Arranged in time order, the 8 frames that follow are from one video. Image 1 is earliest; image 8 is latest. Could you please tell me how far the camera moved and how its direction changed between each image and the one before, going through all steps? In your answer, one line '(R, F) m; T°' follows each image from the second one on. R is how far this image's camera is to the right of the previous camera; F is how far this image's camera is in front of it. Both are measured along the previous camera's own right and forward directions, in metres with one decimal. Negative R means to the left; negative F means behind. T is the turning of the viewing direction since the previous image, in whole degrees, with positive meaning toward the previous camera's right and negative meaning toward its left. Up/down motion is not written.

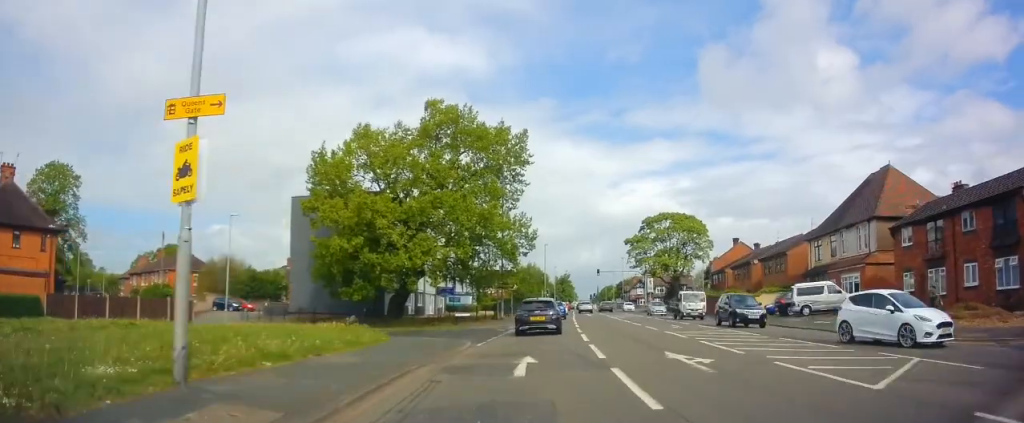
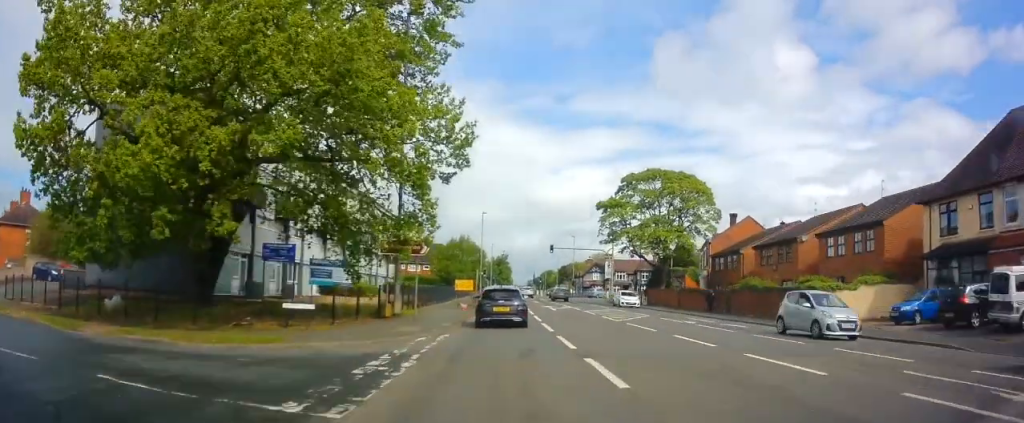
(+1.7, +22.1) m; +7°
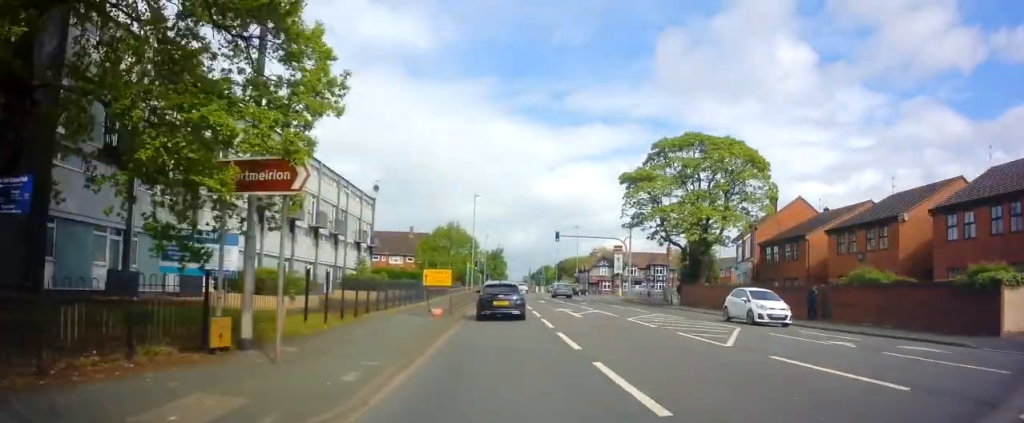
(+0.1, +12.7) m; -1°
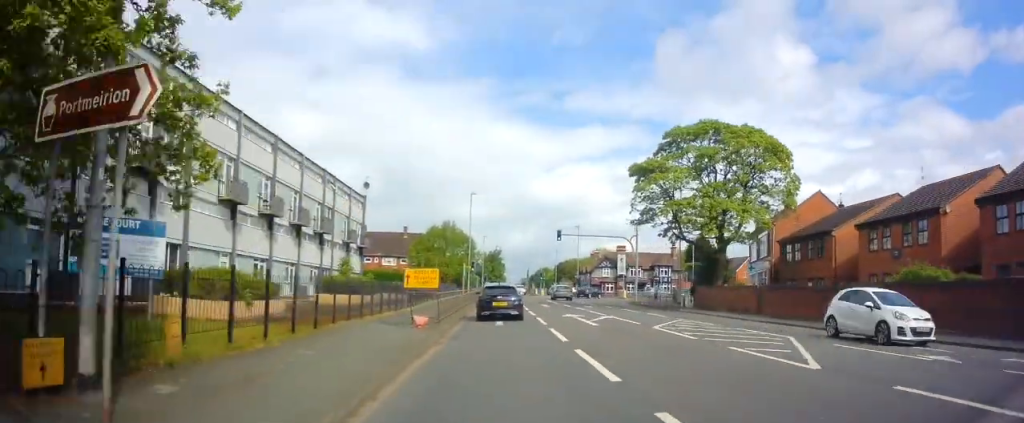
(-0.1, +3.9) m; 0°
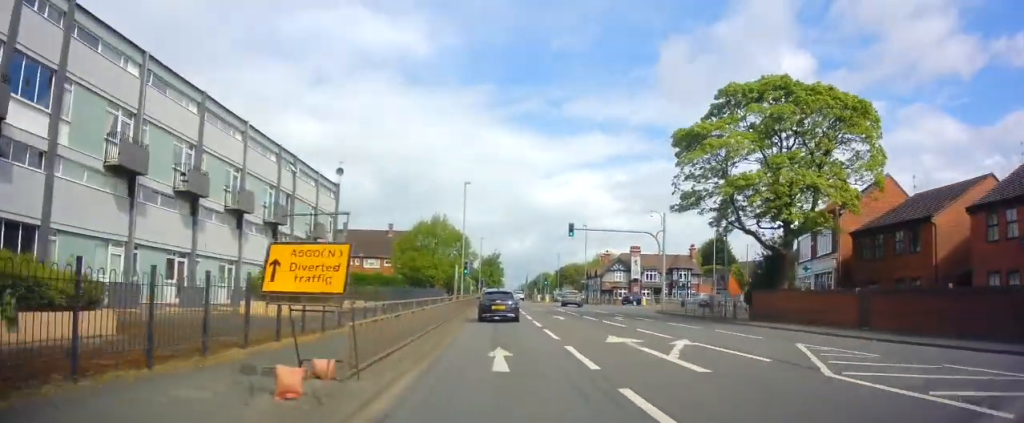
(+0.1, +10.3) m; +1°
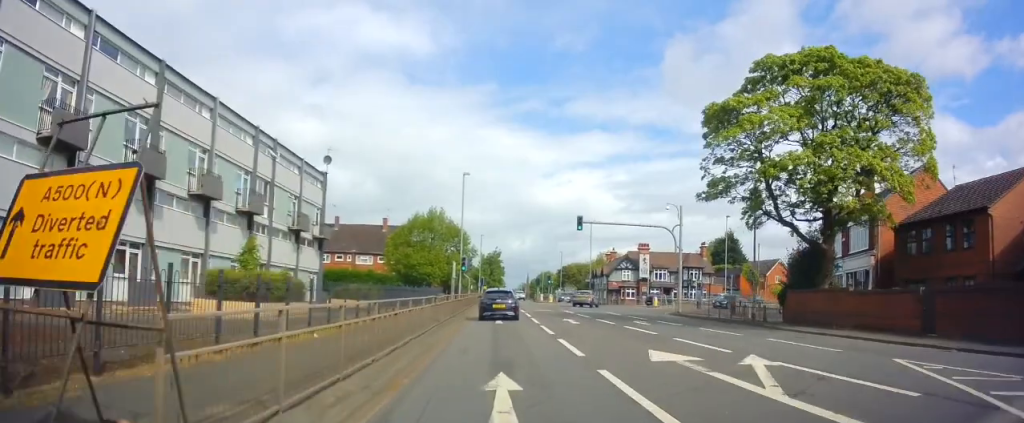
(0.0, +4.2) m; 0°
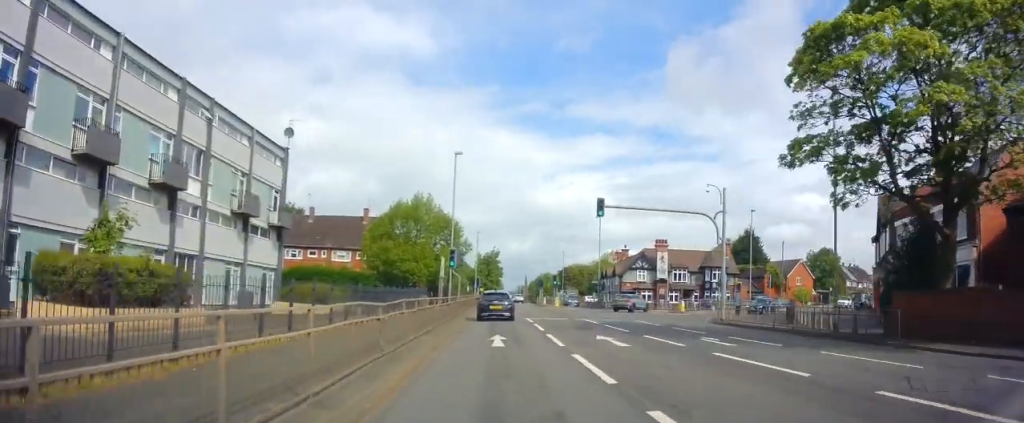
(0.0, +8.6) m; 0°
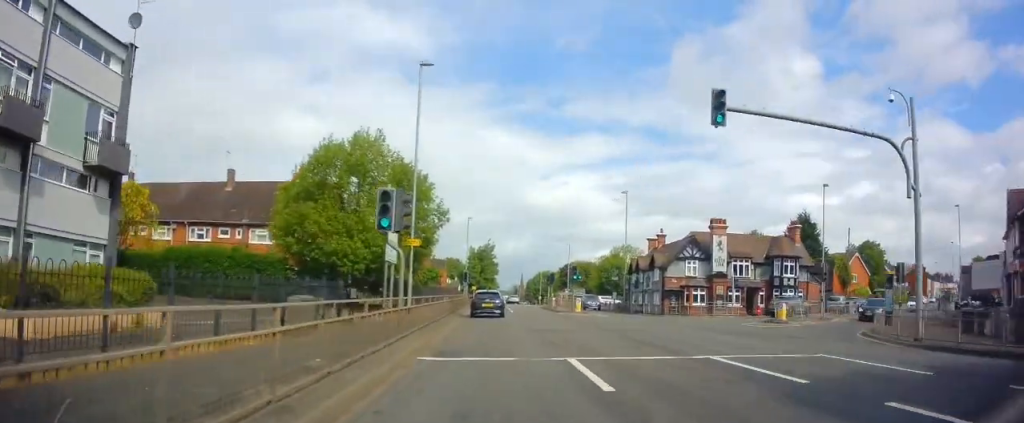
(-0.2, +17.7) m; -1°
